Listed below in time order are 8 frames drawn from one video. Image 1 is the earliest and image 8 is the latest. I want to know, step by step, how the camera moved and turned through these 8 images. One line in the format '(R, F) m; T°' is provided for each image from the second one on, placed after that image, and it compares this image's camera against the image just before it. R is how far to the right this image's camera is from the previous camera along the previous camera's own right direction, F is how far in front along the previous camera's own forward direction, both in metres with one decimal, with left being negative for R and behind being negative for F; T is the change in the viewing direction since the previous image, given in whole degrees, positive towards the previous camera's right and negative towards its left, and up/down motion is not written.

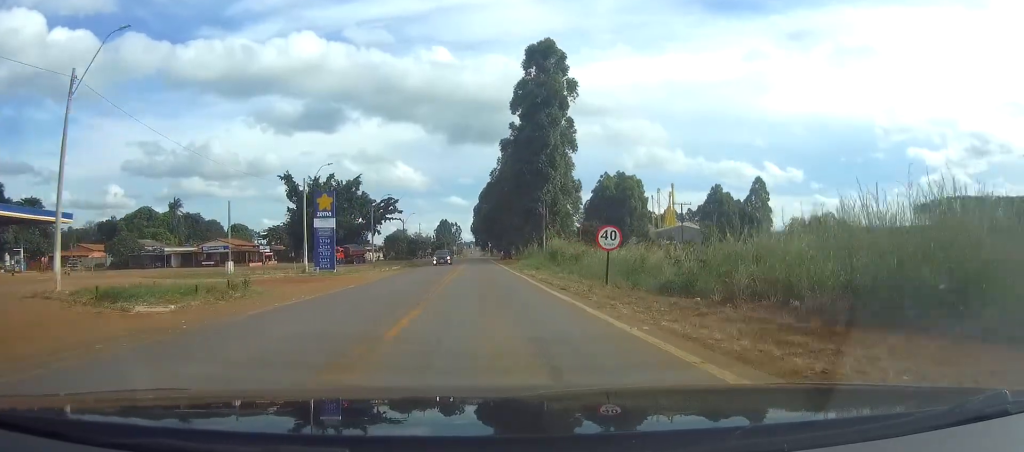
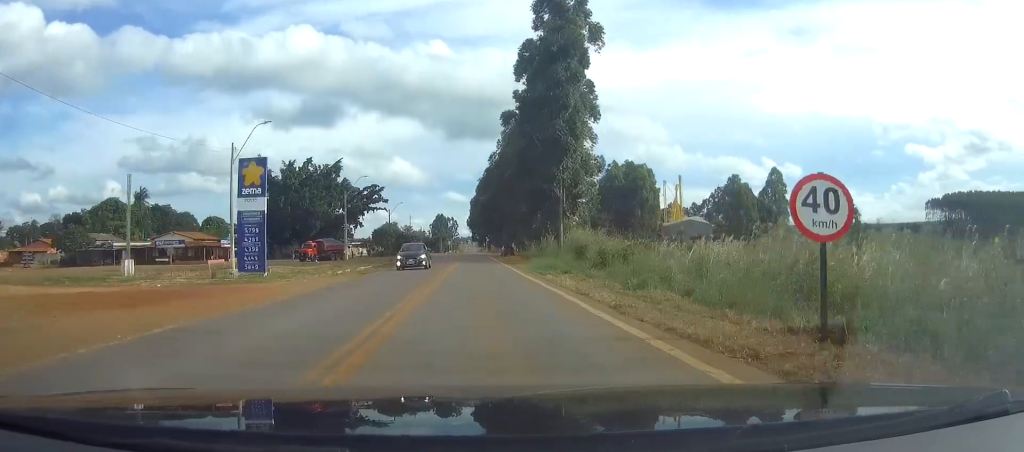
(+0.1, +17.4) m; 0°
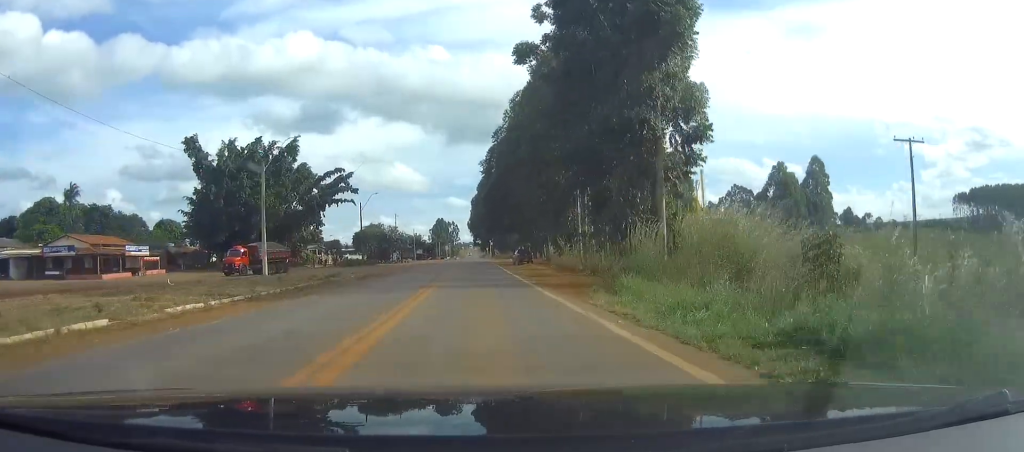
(0.0, +30.2) m; 0°
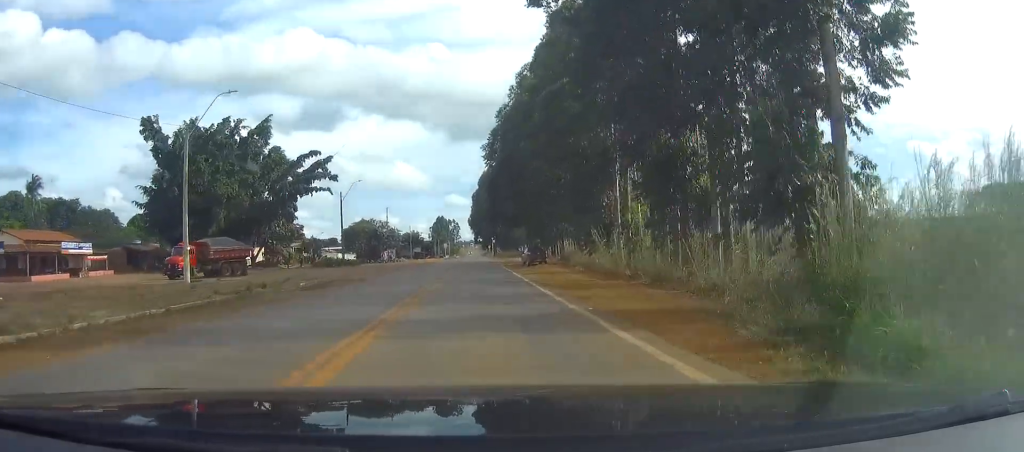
(0.0, +13.2) m; 0°
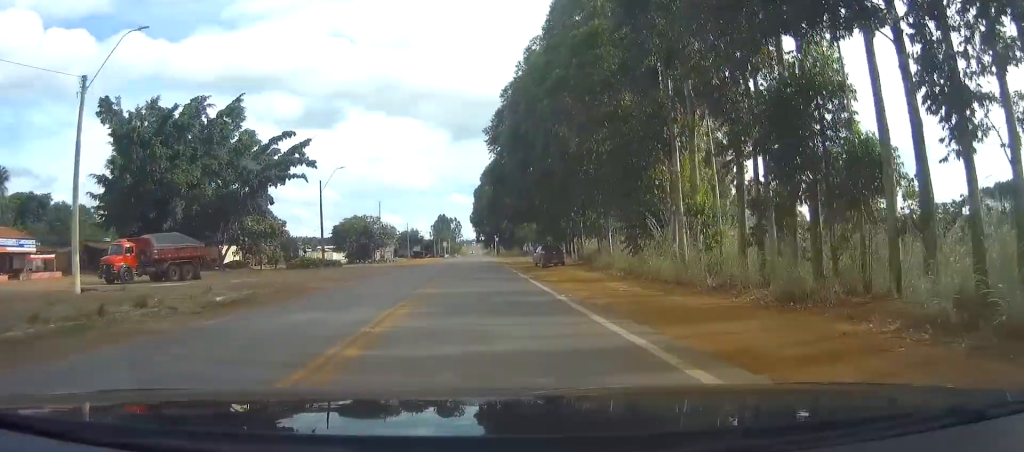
(0.0, +10.2) m; 0°
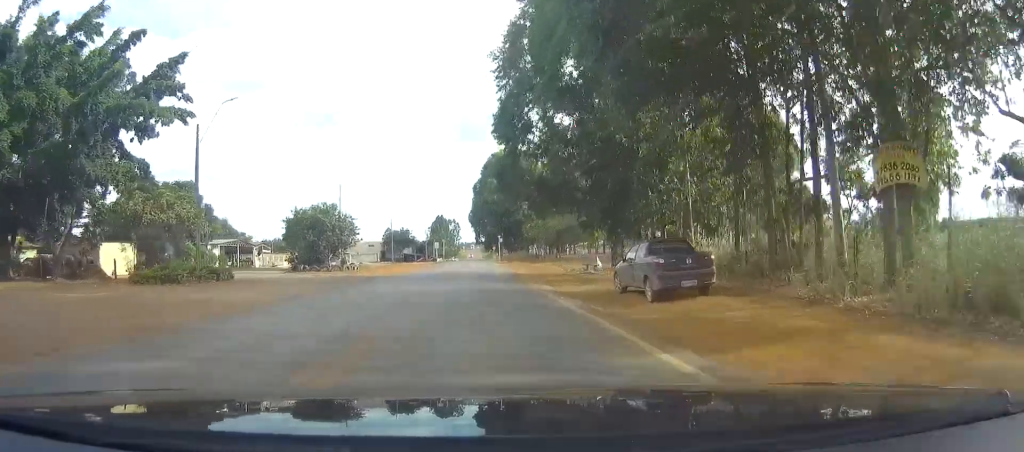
(-0.1, +28.4) m; 0°
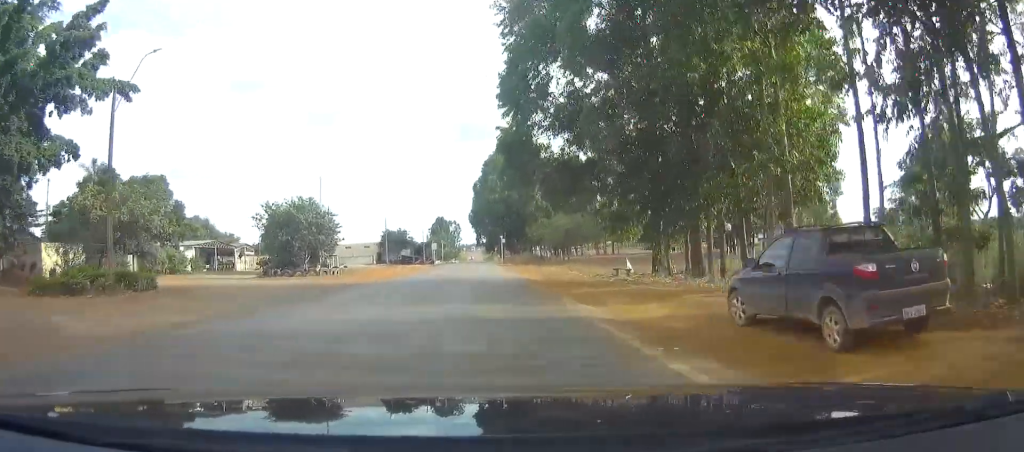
(0.0, +9.1) m; 0°
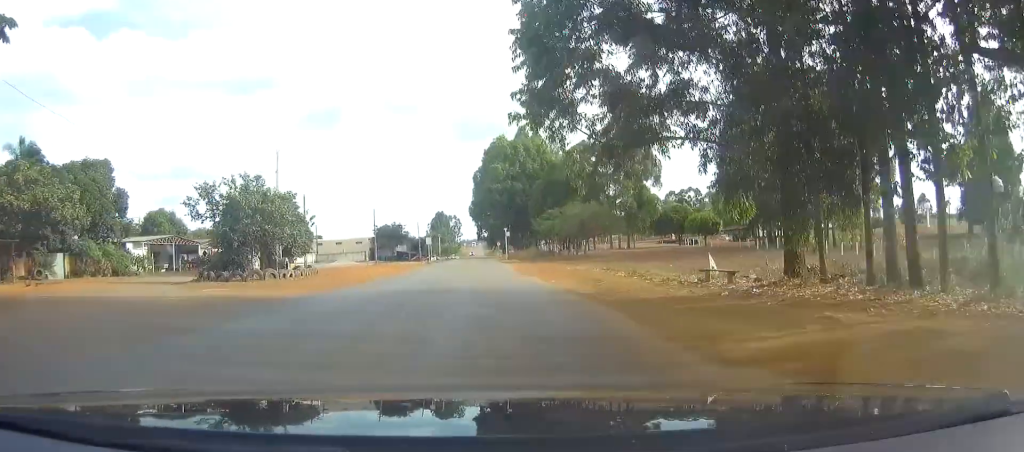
(0.0, +13.9) m; 0°
